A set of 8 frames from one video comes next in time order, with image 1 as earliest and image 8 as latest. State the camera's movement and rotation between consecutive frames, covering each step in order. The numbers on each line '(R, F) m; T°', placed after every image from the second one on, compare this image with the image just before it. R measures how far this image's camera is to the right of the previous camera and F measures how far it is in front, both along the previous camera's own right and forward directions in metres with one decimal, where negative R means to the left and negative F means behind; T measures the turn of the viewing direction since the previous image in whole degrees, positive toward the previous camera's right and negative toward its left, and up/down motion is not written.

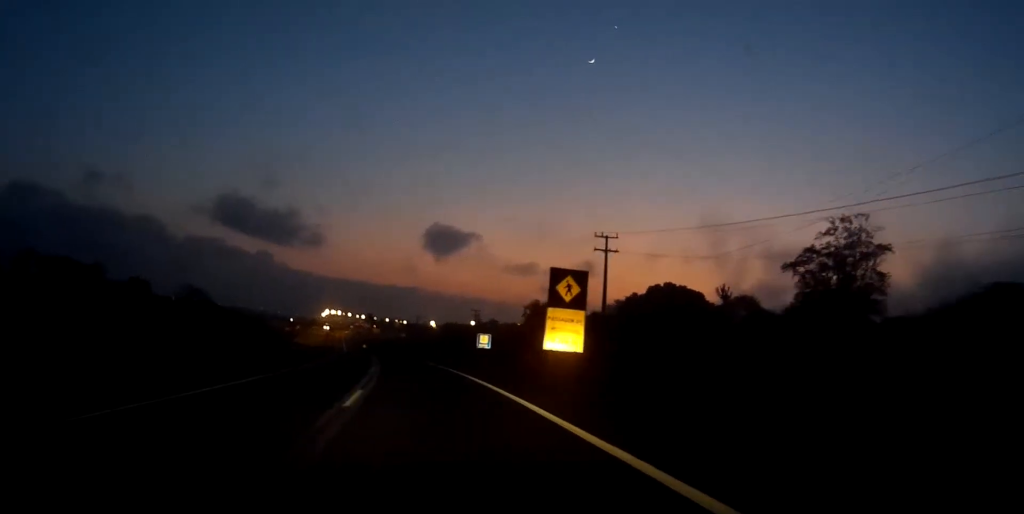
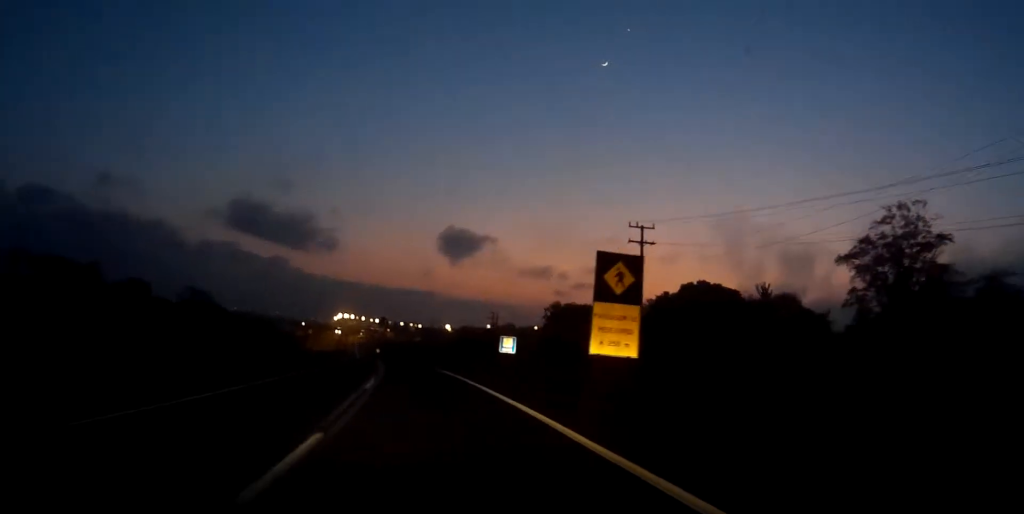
(-0.2, +7.9) m; -1°
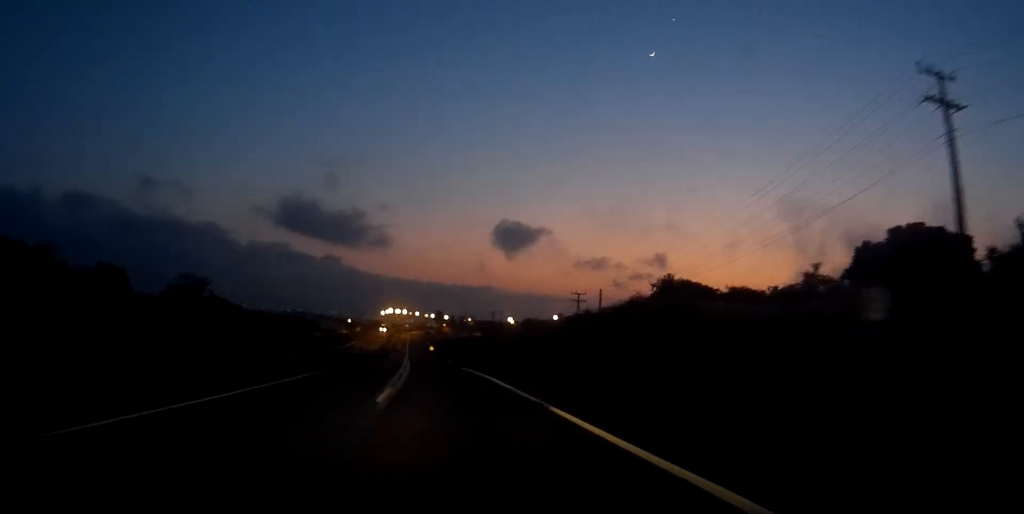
(-1.4, +37.2) m; -4°
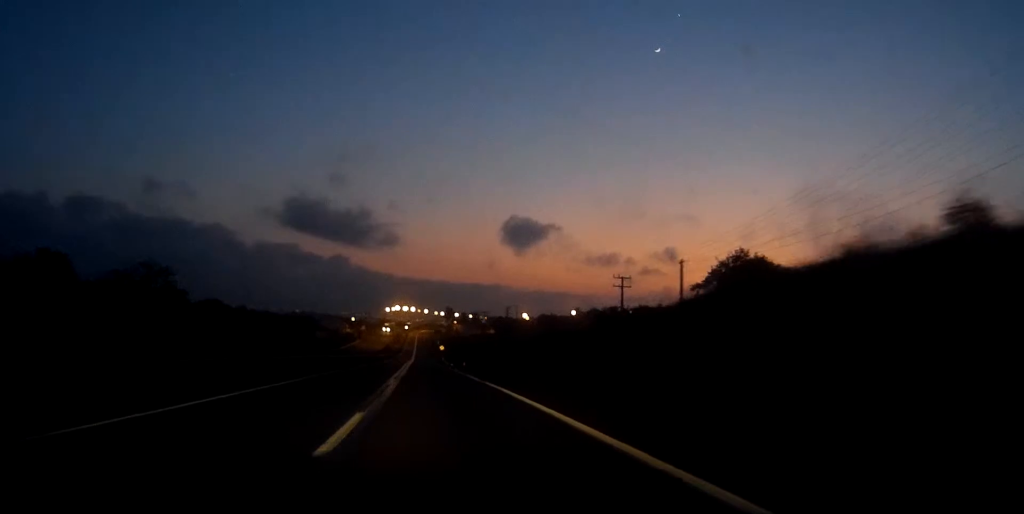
(-0.2, +22.6) m; -1°
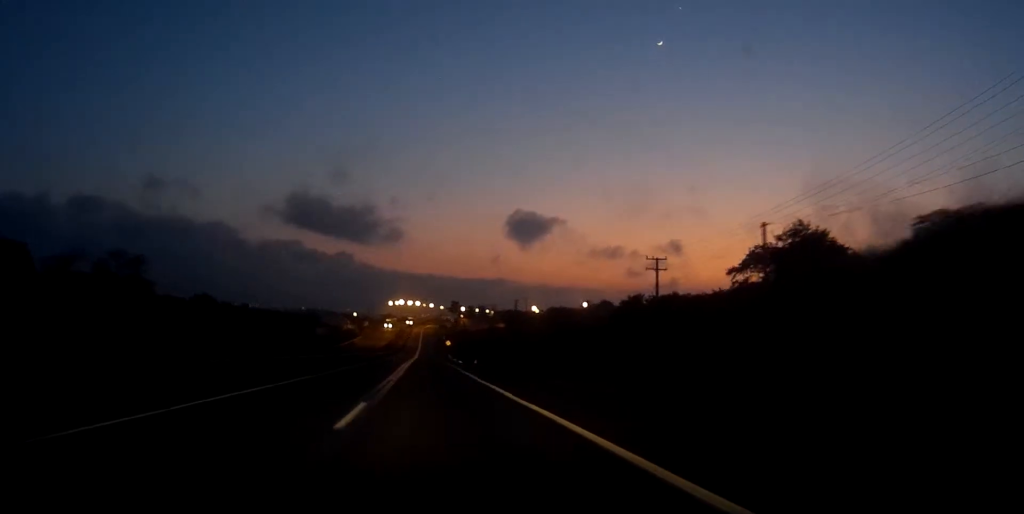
(+0.1, +13.2) m; -1°
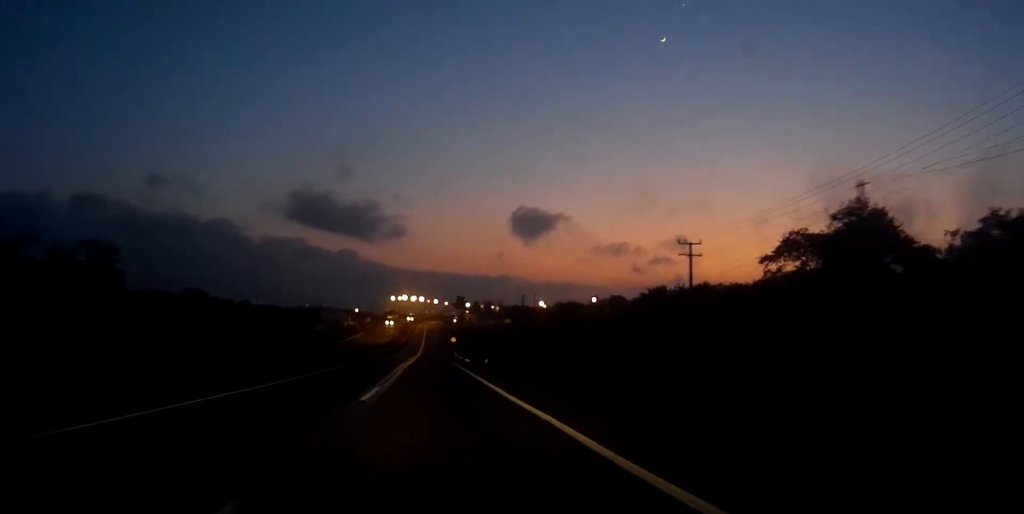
(-0.2, +9.9) m; 0°
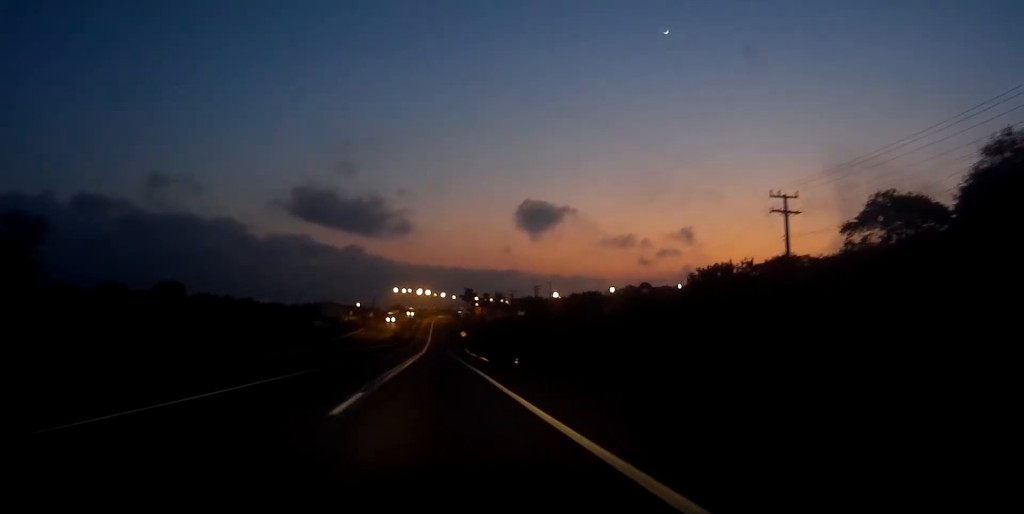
(-0.1, +20.0) m; 0°
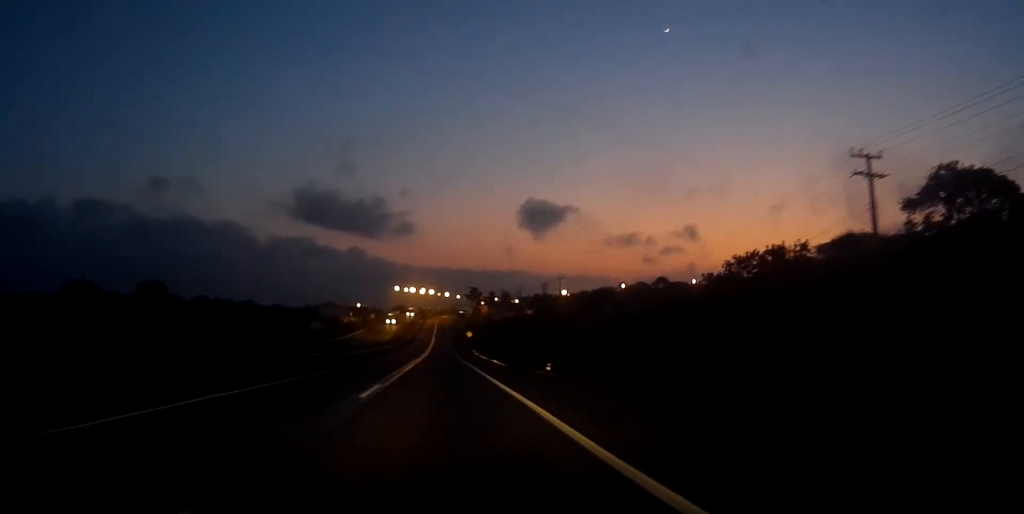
(0.0, +11.6) m; 0°
